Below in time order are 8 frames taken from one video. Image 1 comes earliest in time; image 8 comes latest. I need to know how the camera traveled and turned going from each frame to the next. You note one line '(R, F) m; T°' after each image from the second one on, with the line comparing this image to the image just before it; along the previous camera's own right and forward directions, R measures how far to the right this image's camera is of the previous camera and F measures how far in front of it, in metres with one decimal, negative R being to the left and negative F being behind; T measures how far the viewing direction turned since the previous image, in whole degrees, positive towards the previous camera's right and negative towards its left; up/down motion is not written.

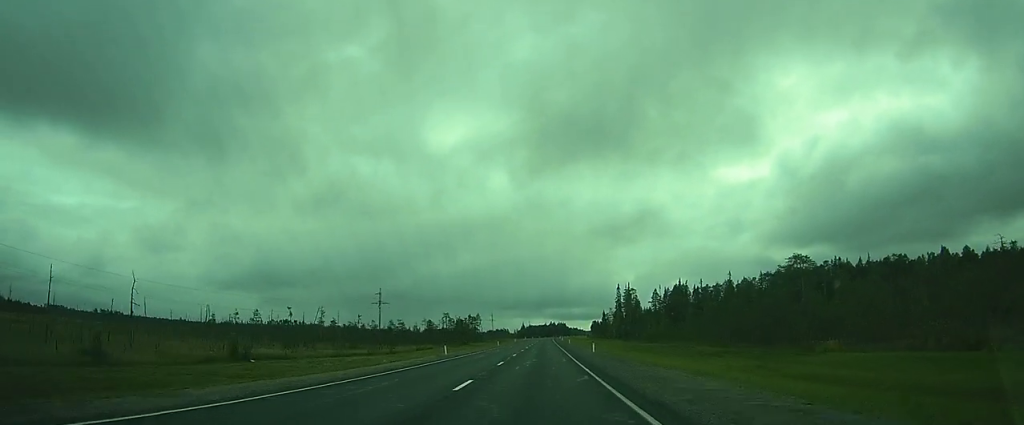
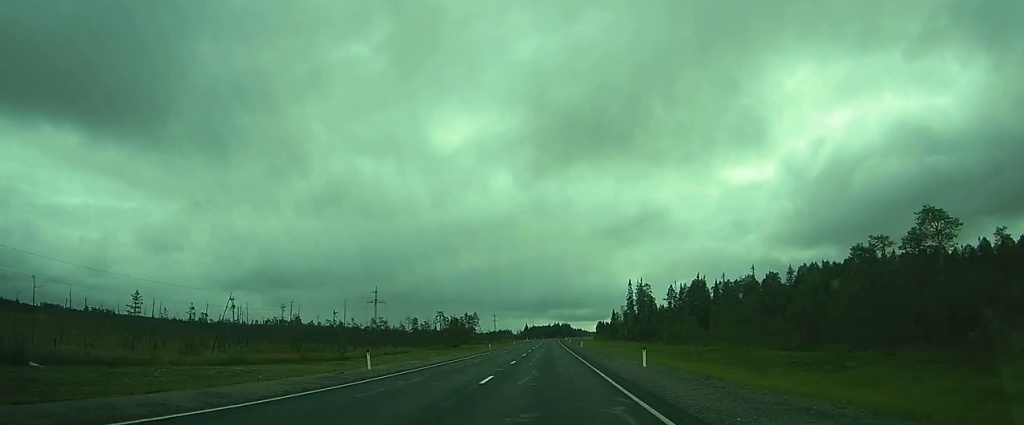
(0.0, +21.8) m; 0°
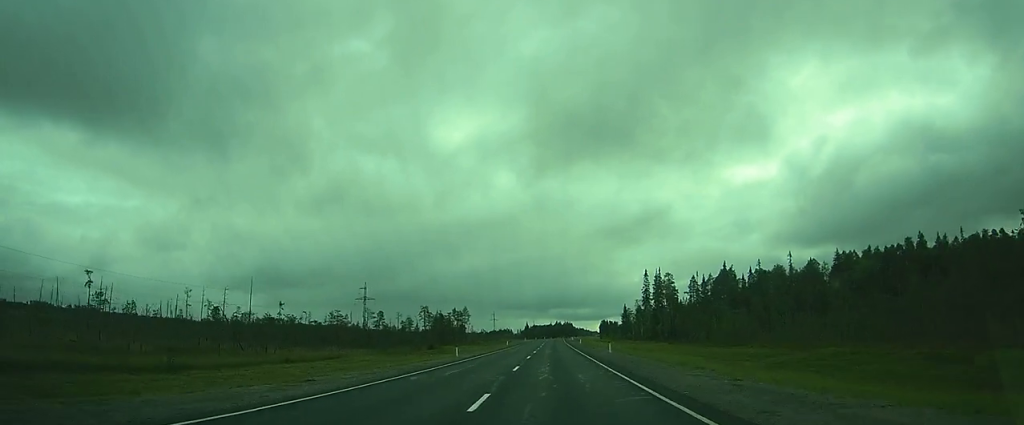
(0.0, +30.2) m; 0°
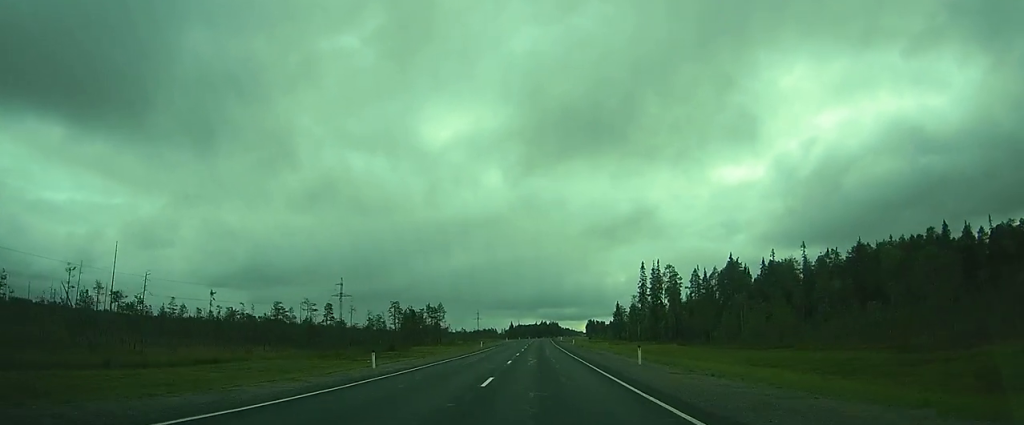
(+0.1, +19.1) m; +1°
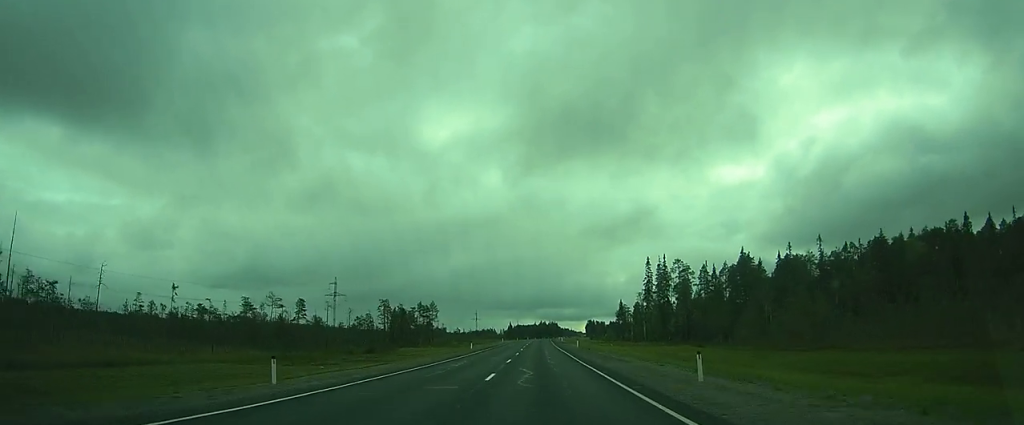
(0.0, +9.9) m; 0°
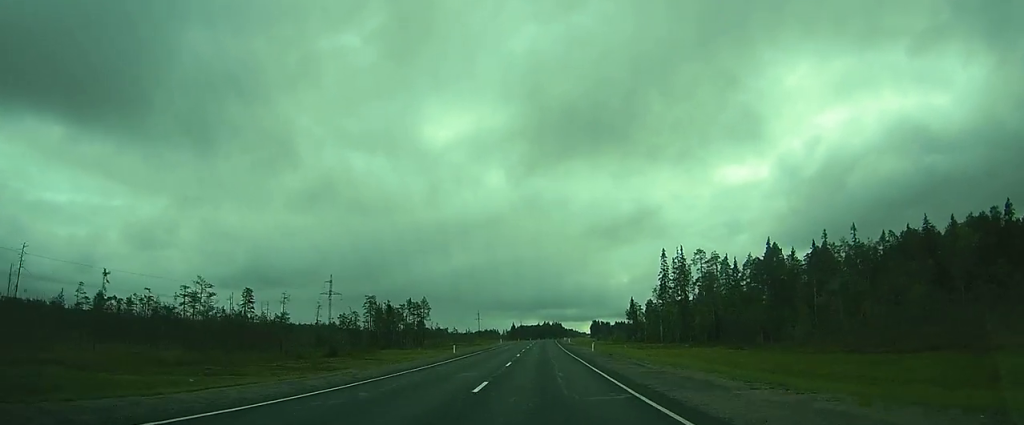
(+0.1, +15.1) m; 0°
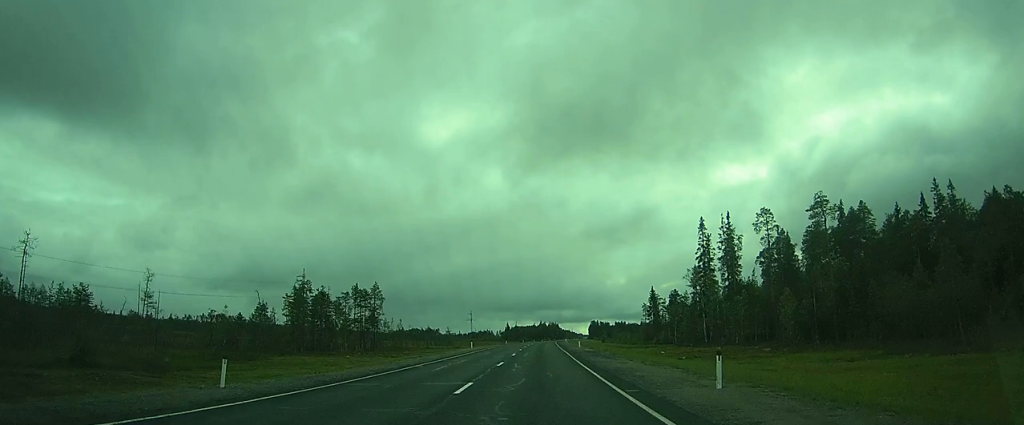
(+0.1, +36.2) m; +1°
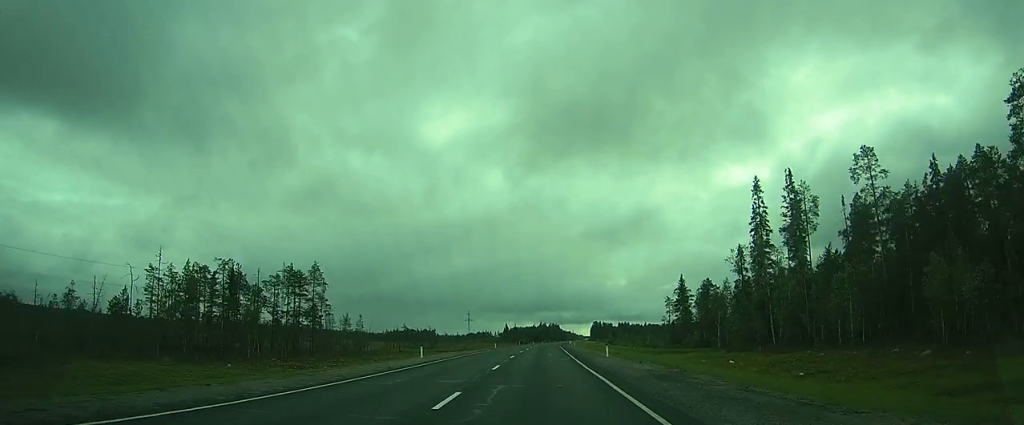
(+0.1, +26.3) m; 0°
